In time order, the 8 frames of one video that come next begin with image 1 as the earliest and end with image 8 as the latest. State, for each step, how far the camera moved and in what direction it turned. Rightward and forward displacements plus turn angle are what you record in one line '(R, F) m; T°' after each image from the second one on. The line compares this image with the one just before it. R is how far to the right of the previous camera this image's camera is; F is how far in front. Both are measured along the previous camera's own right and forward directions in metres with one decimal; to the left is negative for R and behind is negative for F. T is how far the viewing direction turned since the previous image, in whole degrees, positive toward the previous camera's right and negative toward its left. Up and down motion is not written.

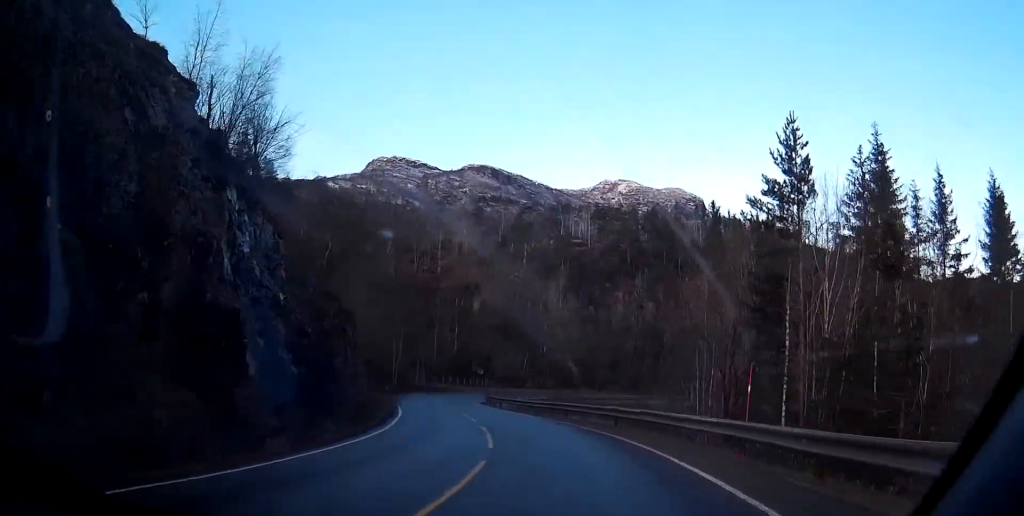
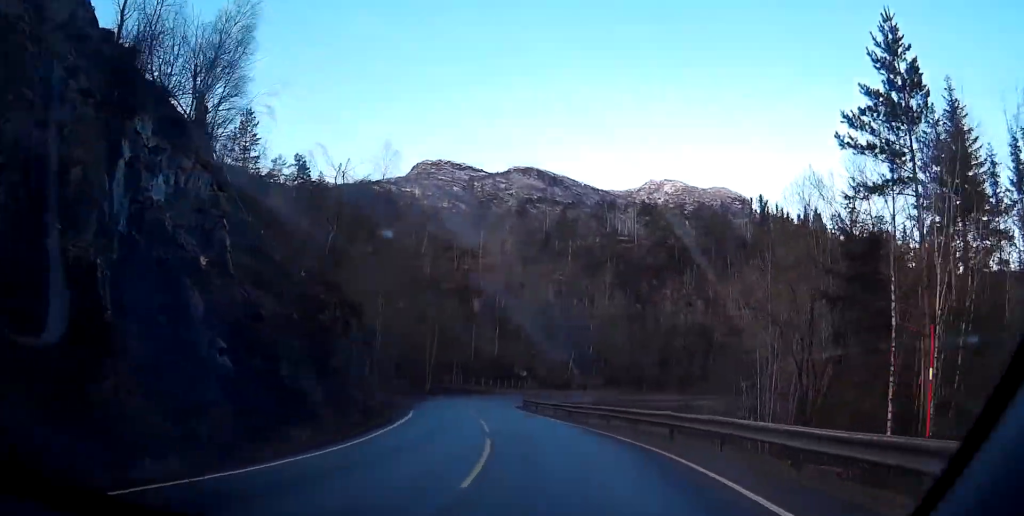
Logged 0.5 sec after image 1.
(-0.3, +6.5) m; -4°
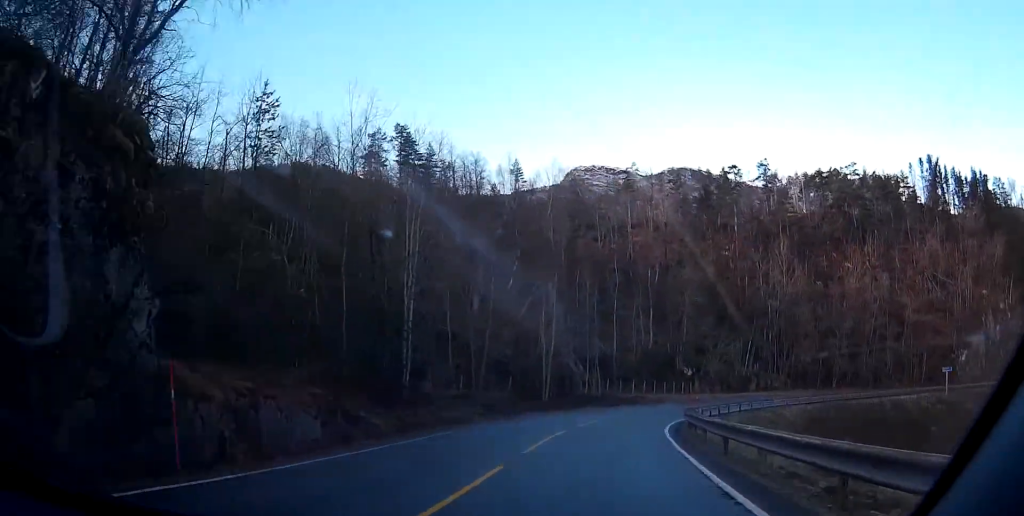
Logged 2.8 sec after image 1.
(-3.7, +30.2) m; -11°
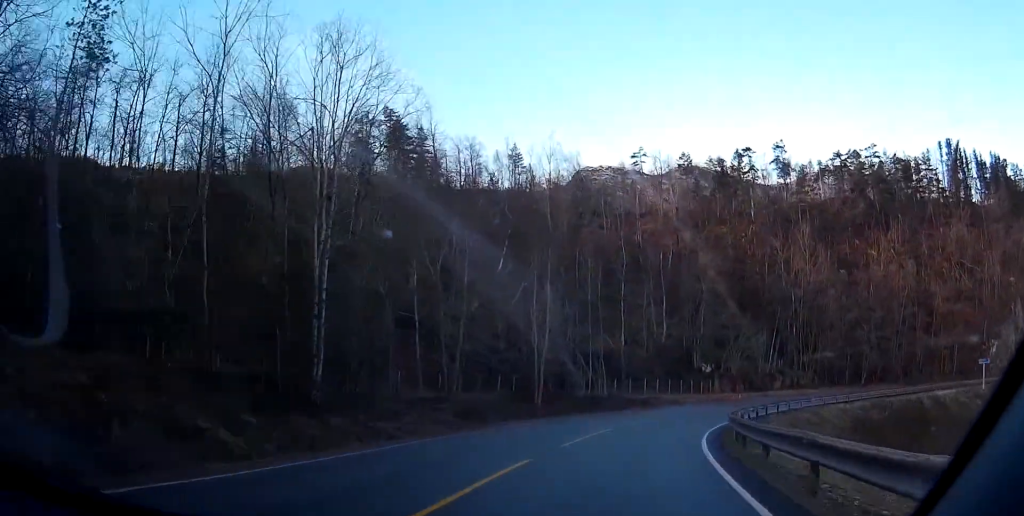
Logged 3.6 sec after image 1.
(0.0, +11.1) m; +1°
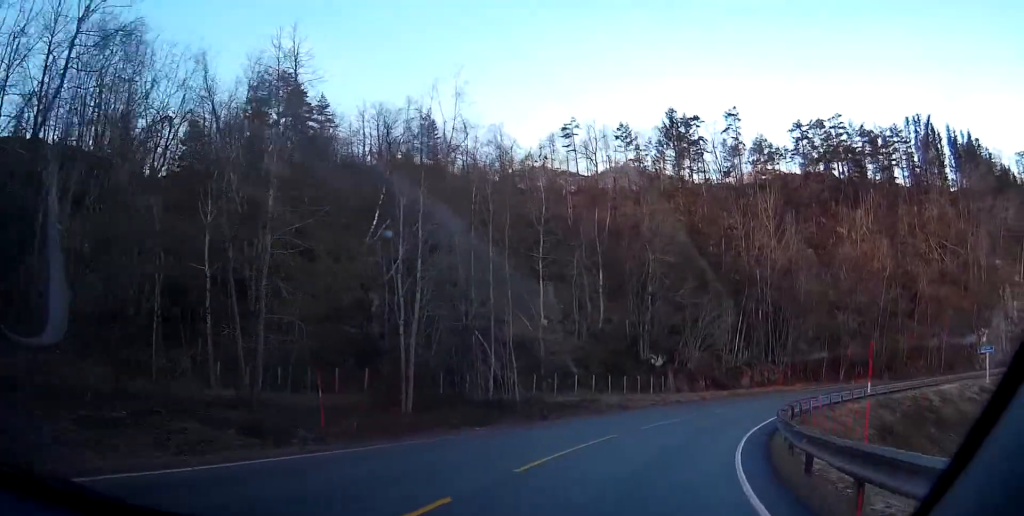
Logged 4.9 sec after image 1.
(+0.4, +17.9) m; +5°
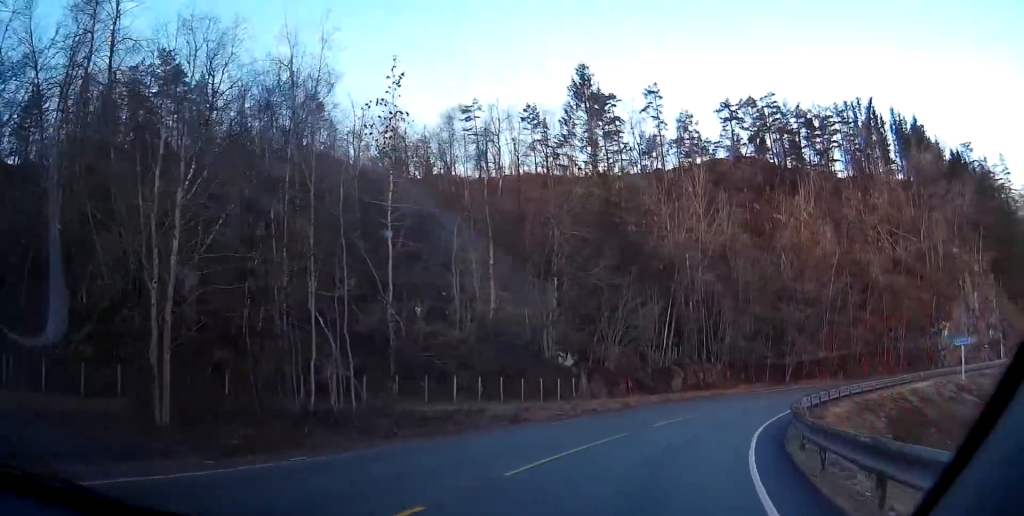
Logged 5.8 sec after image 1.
(+0.5, +12.8) m; +6°
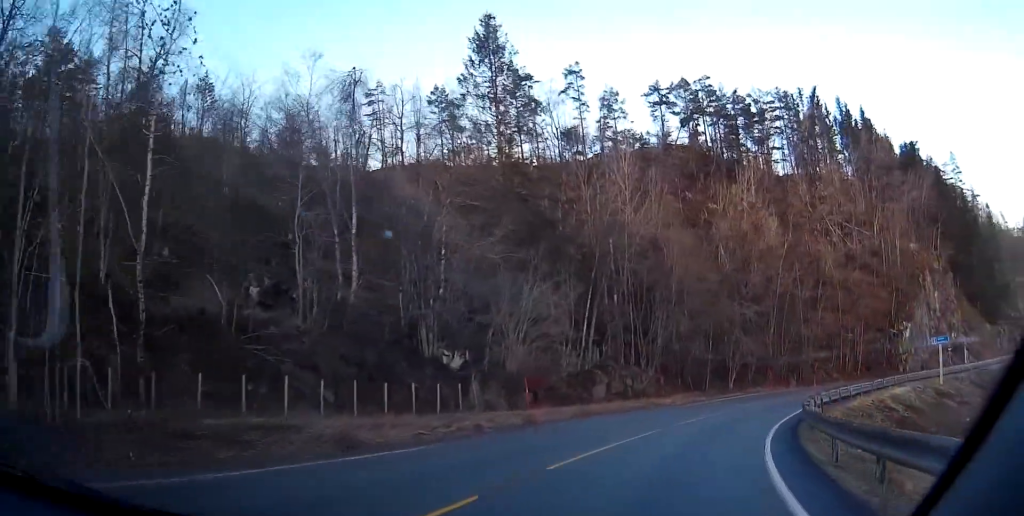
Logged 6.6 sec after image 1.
(+0.7, +11.3) m; +7°
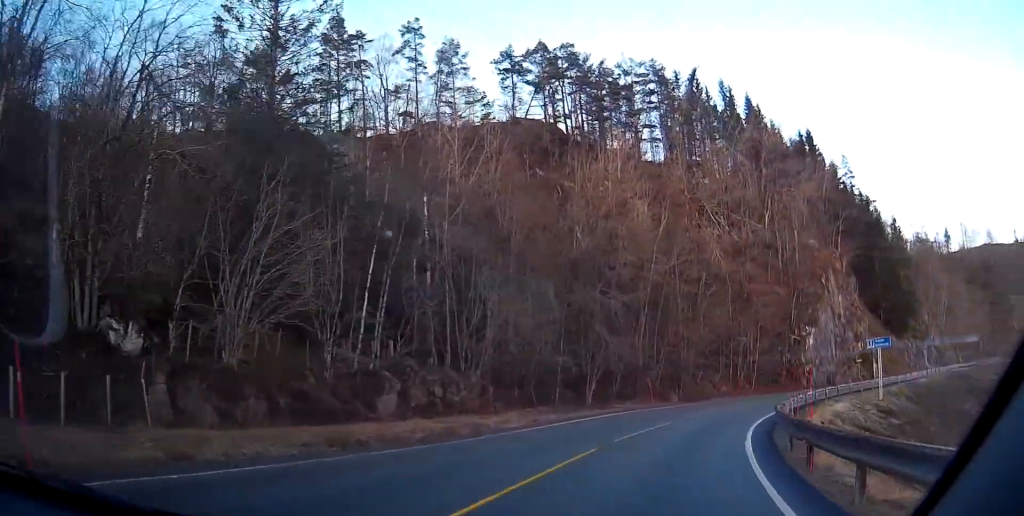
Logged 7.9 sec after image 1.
(+1.5, +16.4) m; +11°
